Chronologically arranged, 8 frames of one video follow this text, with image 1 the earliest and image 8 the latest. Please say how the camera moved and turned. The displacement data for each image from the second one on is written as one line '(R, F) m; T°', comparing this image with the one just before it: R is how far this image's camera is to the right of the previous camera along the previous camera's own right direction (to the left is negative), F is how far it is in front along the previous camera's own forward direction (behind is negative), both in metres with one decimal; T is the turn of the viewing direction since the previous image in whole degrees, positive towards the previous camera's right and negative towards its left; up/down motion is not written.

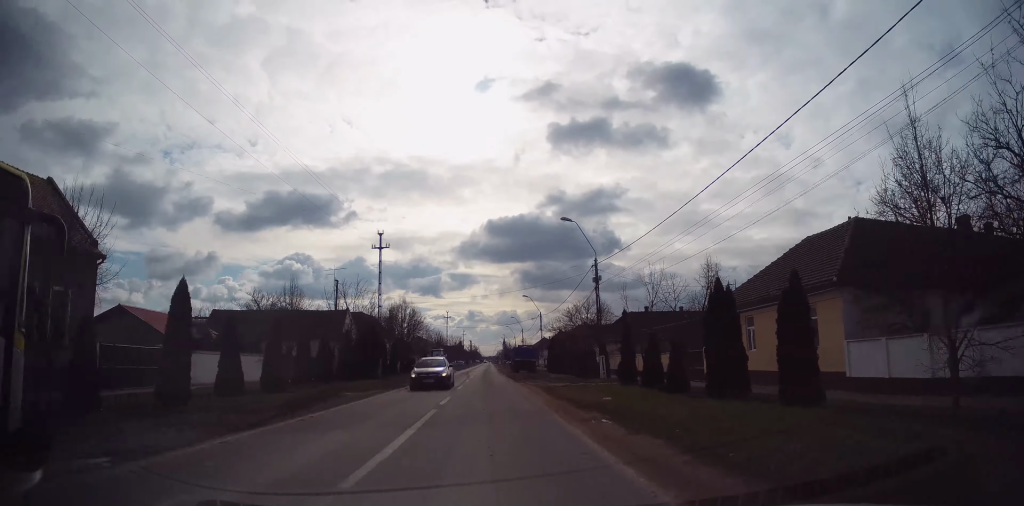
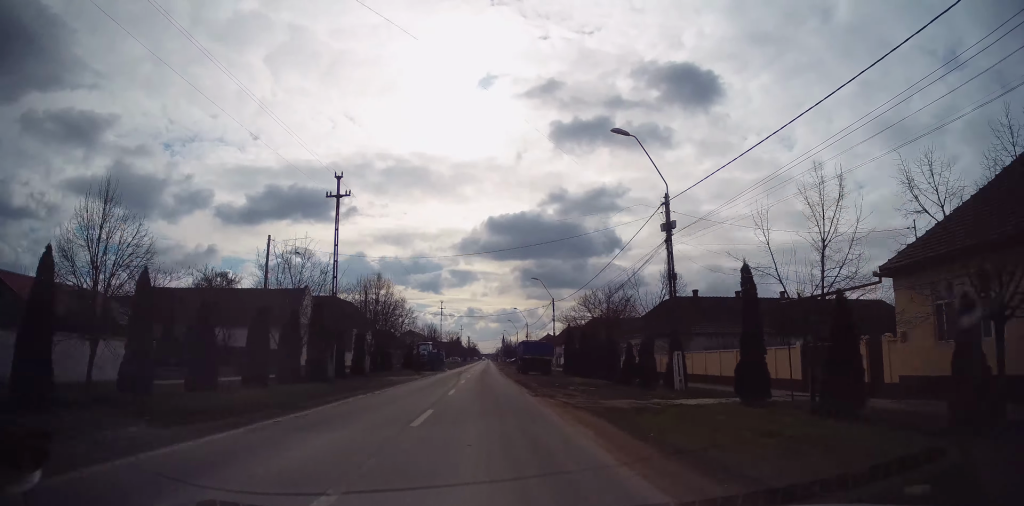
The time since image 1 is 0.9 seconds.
(-0.1, +14.3) m; 0°
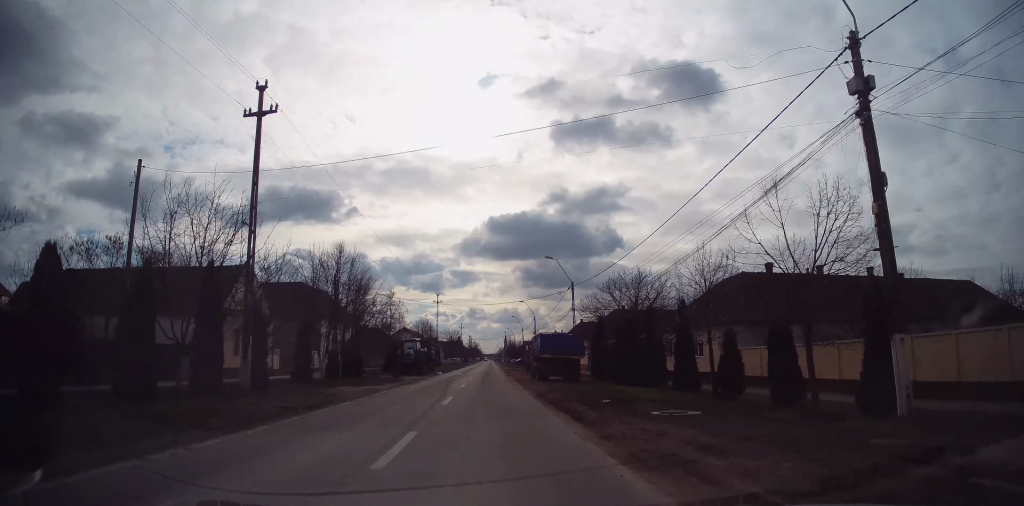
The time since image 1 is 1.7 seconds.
(-0.2, +12.4) m; 0°
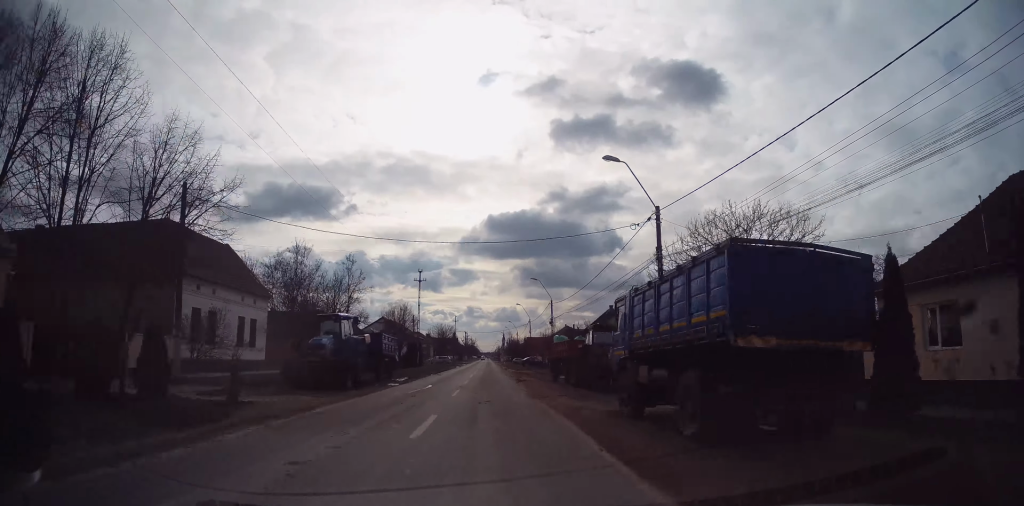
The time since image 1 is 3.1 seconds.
(+0.4, +23.5) m; 0°
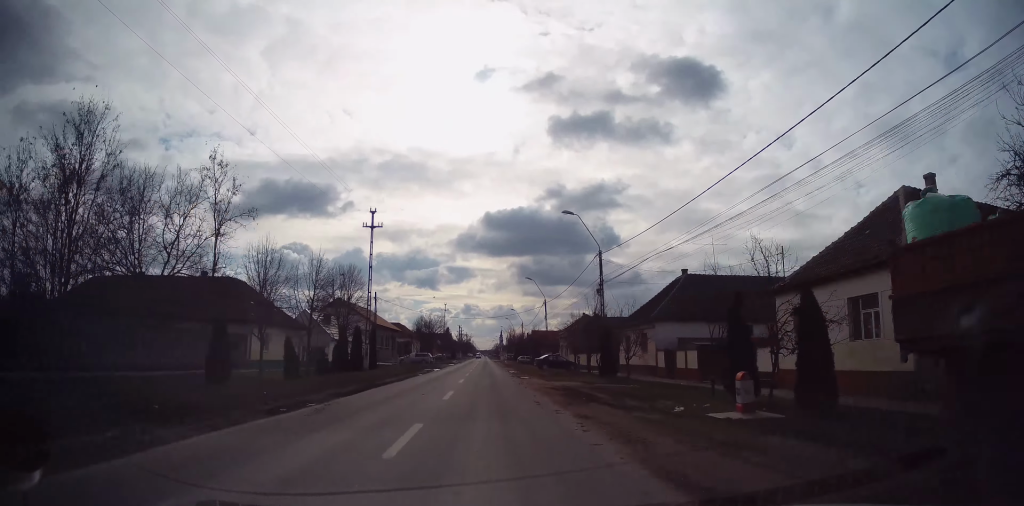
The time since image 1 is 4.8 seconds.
(-0.2, +28.0) m; 0°
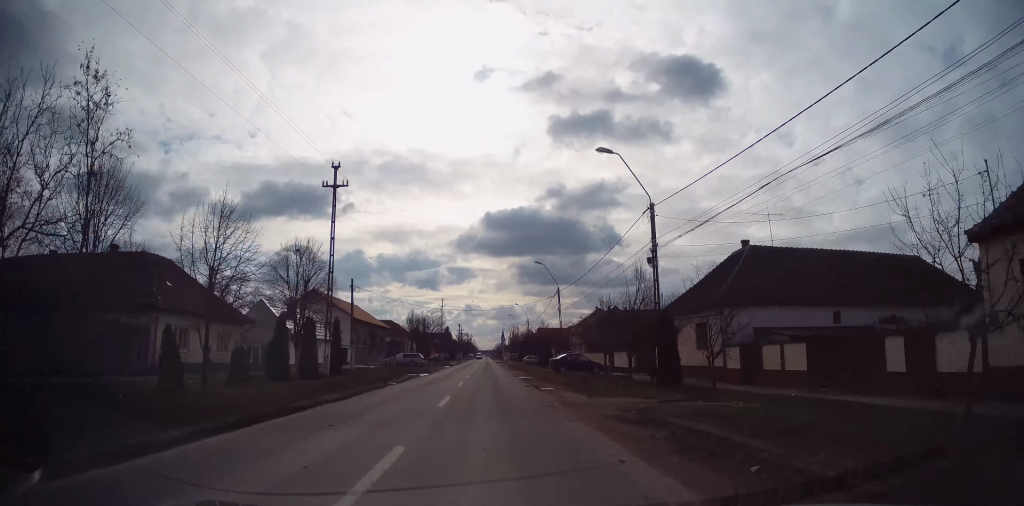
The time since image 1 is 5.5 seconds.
(0.0, +11.0) m; +1°
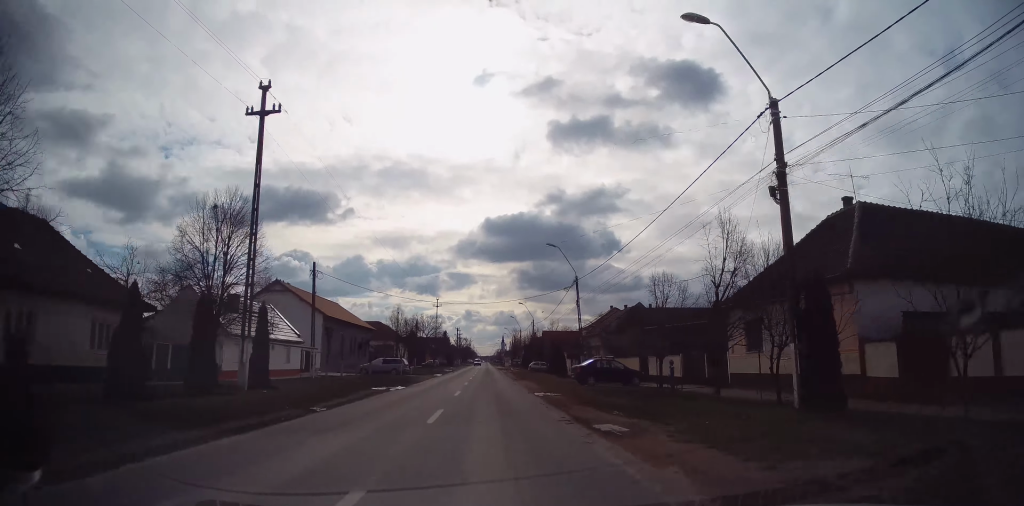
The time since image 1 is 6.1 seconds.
(+0.2, +11.1) m; 0°
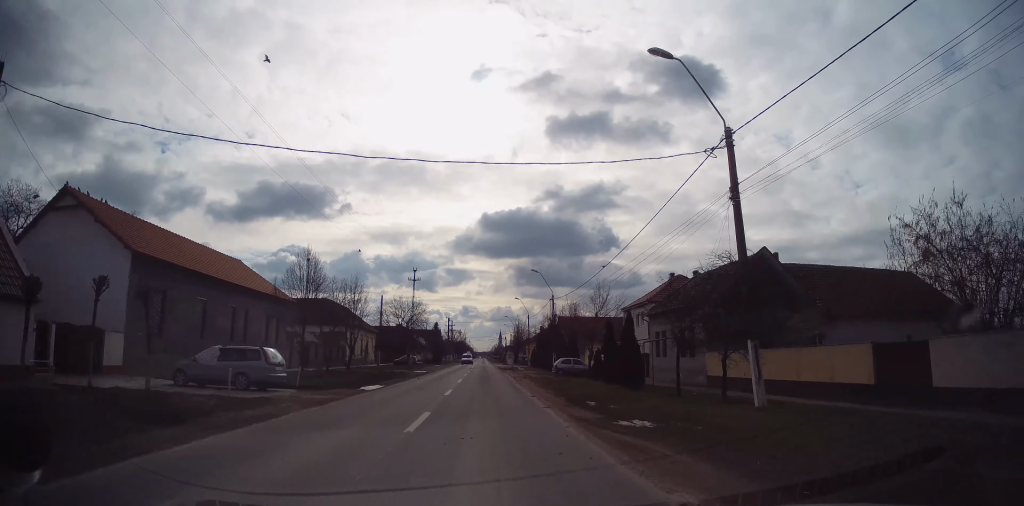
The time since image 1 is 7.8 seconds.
(-0.2, +28.2) m; 0°
